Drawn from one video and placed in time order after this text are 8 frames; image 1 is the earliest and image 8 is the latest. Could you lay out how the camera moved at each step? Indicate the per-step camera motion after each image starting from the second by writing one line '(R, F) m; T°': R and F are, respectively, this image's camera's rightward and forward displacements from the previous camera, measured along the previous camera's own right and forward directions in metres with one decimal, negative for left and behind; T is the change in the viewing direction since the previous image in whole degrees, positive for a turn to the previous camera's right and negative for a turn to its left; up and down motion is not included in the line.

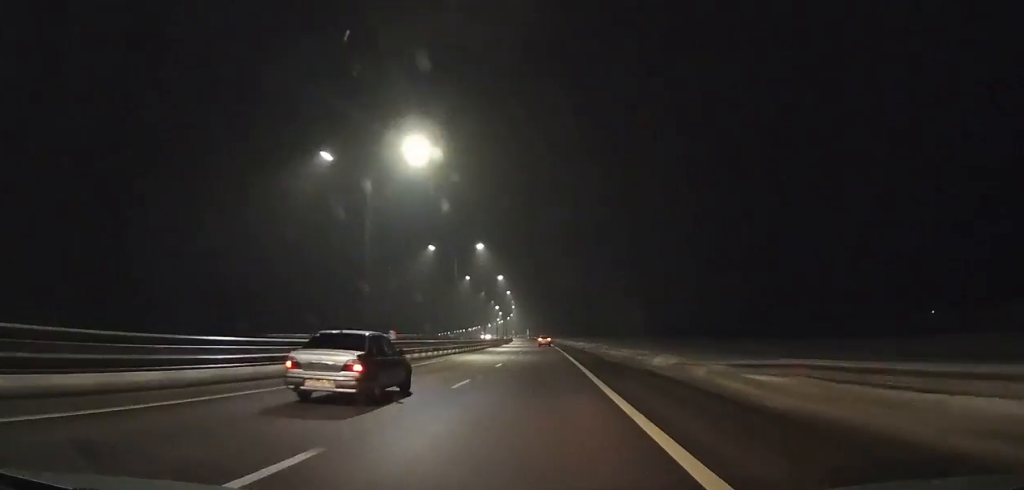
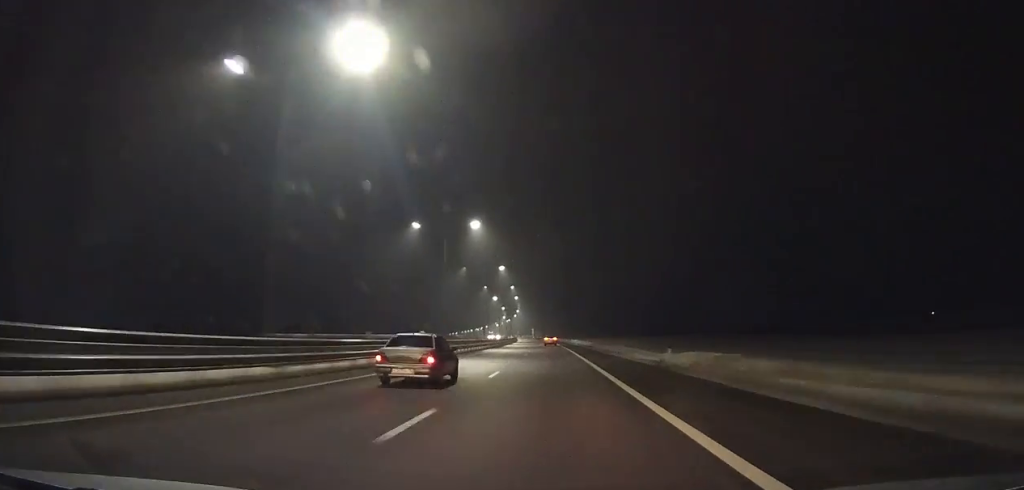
(0.0, +42.6) m; 0°
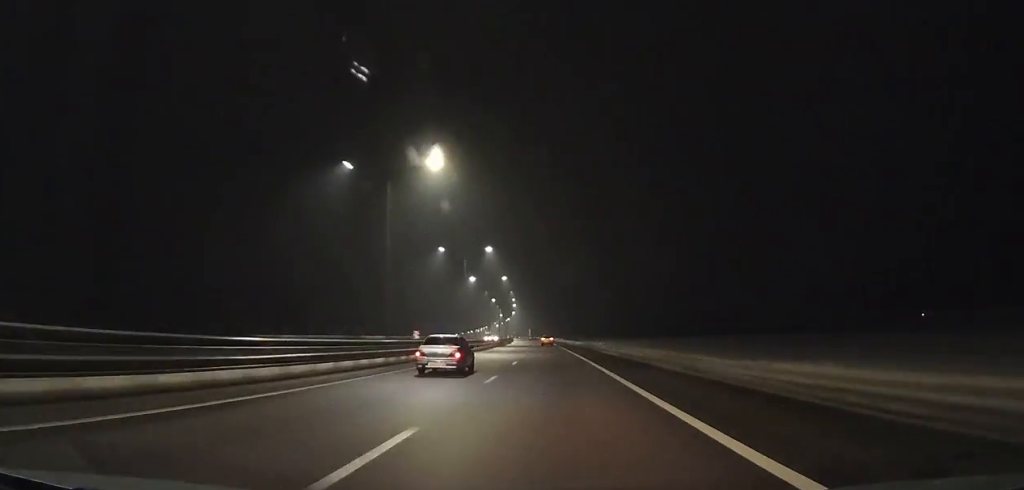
(-0.4, +50.8) m; -1°
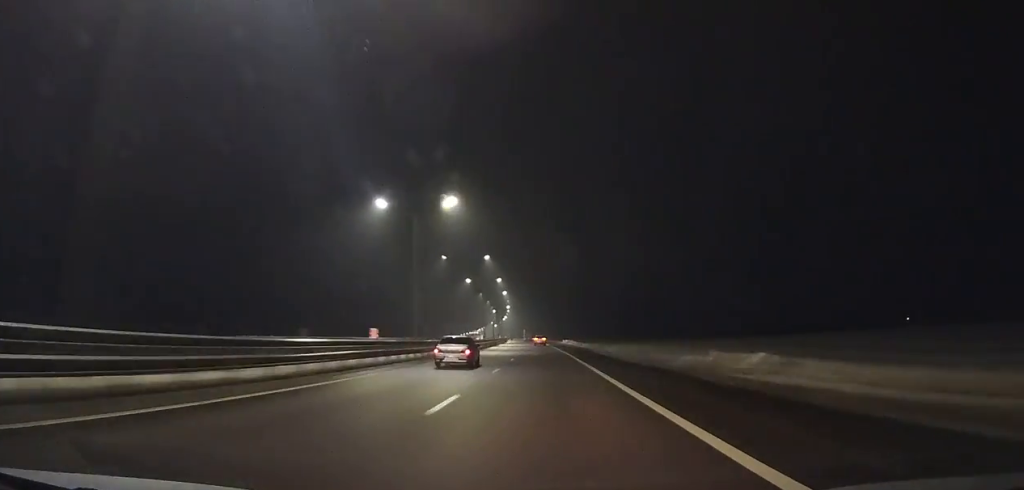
(-0.4, +53.6) m; -1°
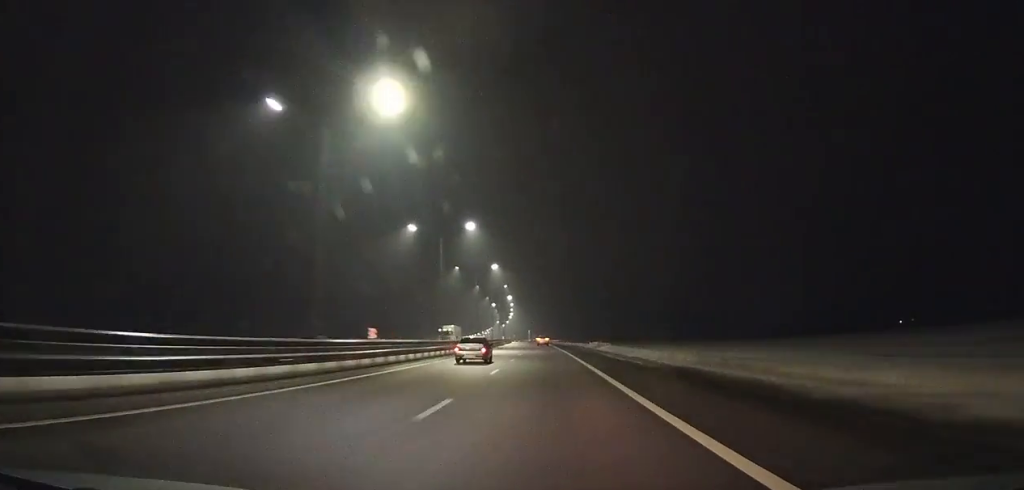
(-0.1, +48.4) m; -1°
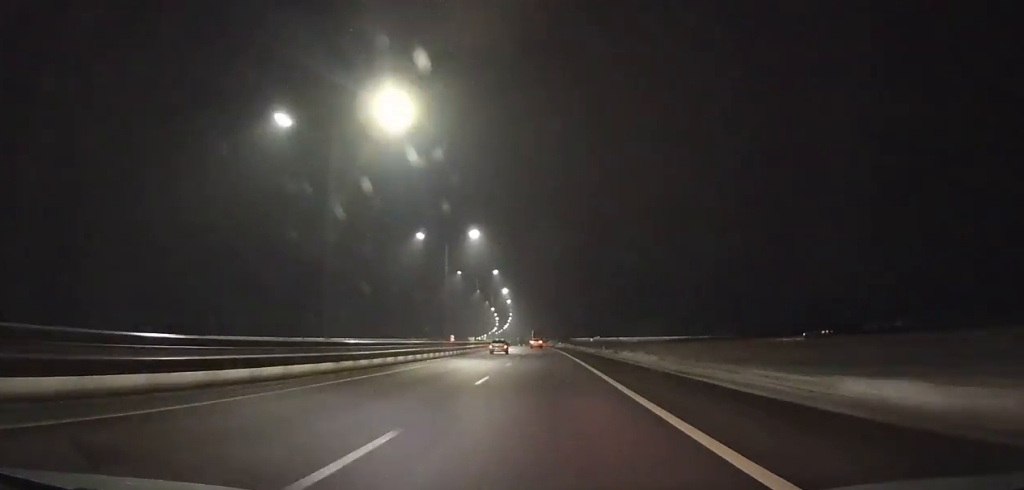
(-14.2, +268.0) m; -6°
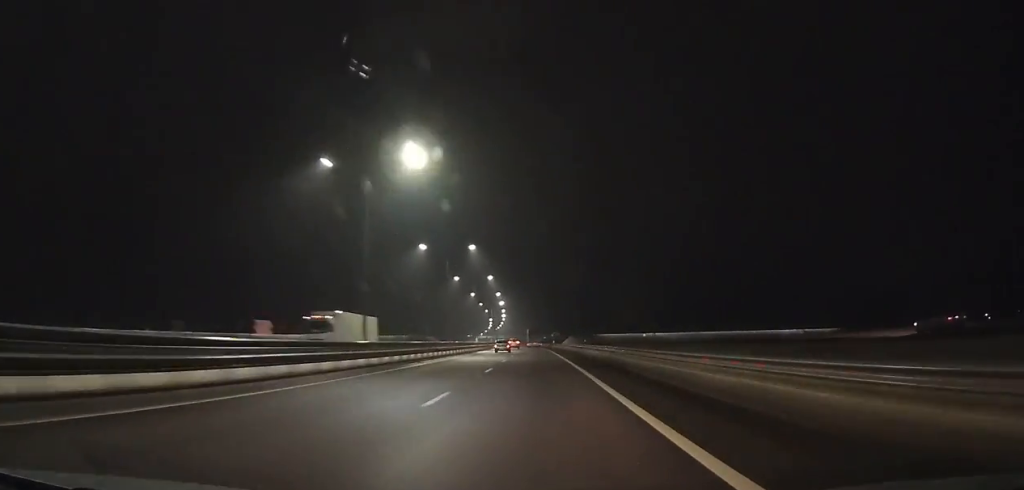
(-1.2, +113.1) m; -2°
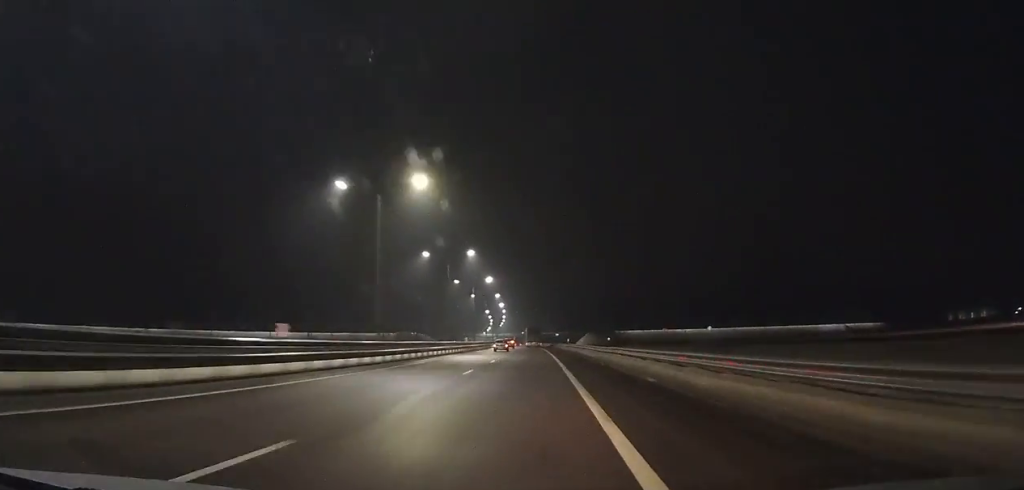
(-0.4, +54.1) m; -1°
